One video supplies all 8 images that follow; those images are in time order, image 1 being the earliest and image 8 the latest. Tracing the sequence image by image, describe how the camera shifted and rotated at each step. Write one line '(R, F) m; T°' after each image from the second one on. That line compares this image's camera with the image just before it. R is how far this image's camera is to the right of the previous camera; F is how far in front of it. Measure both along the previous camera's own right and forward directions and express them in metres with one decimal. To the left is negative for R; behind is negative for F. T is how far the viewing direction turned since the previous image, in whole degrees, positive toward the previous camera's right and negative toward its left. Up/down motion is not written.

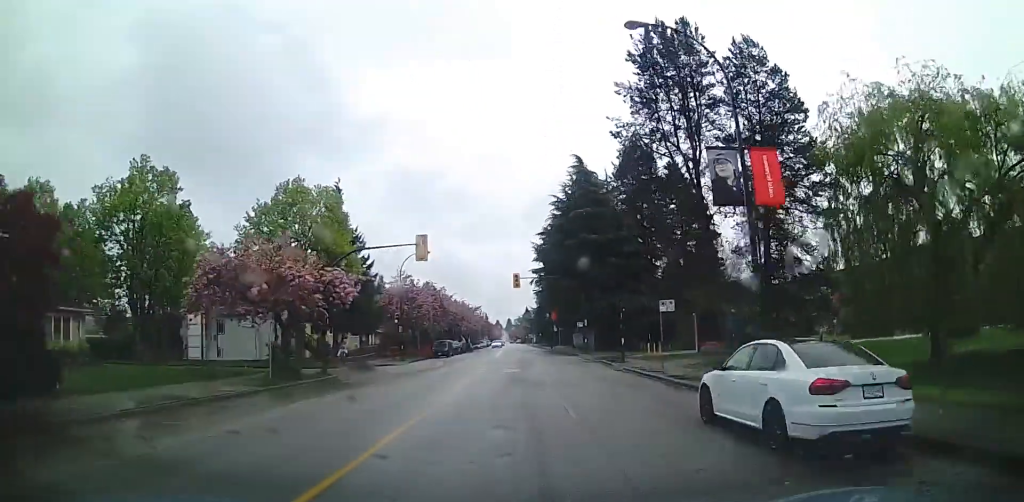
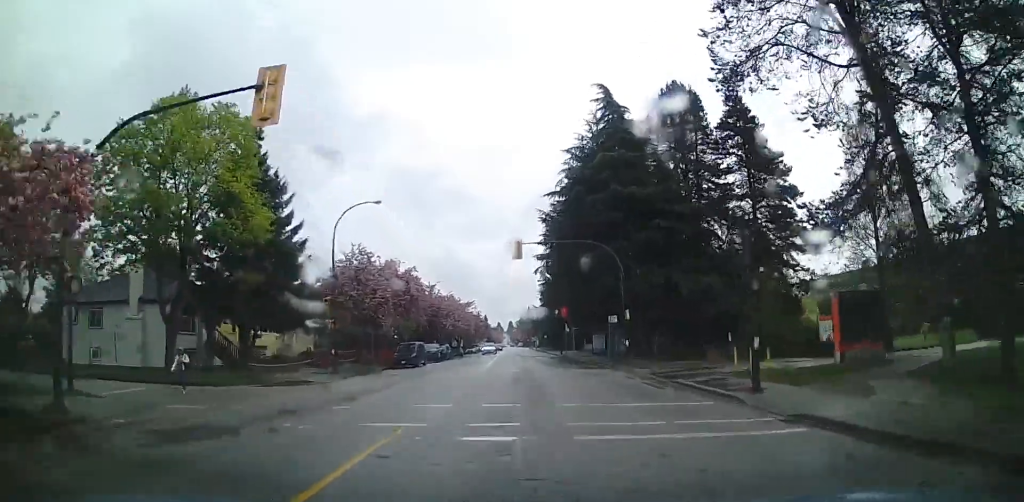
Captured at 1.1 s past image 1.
(0.0, +19.1) m; 0°
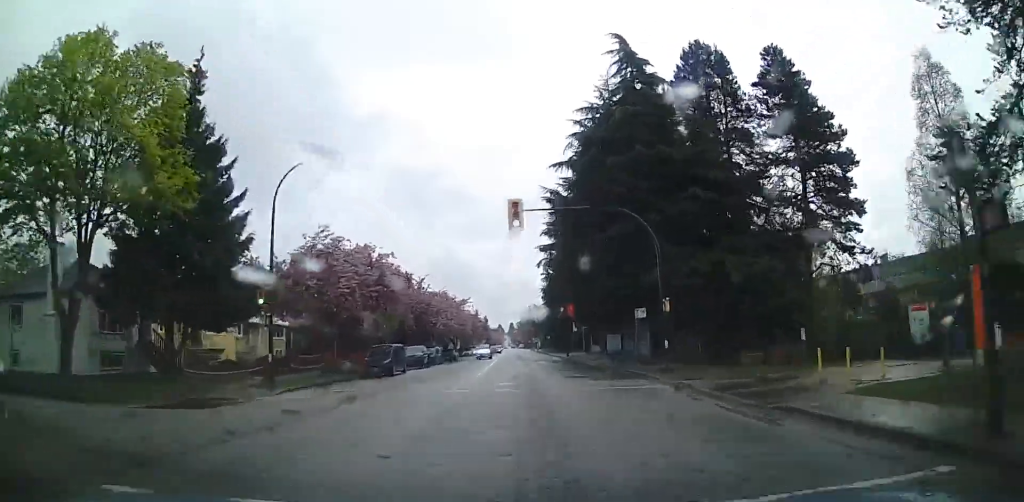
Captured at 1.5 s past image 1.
(0.0, +8.3) m; 0°
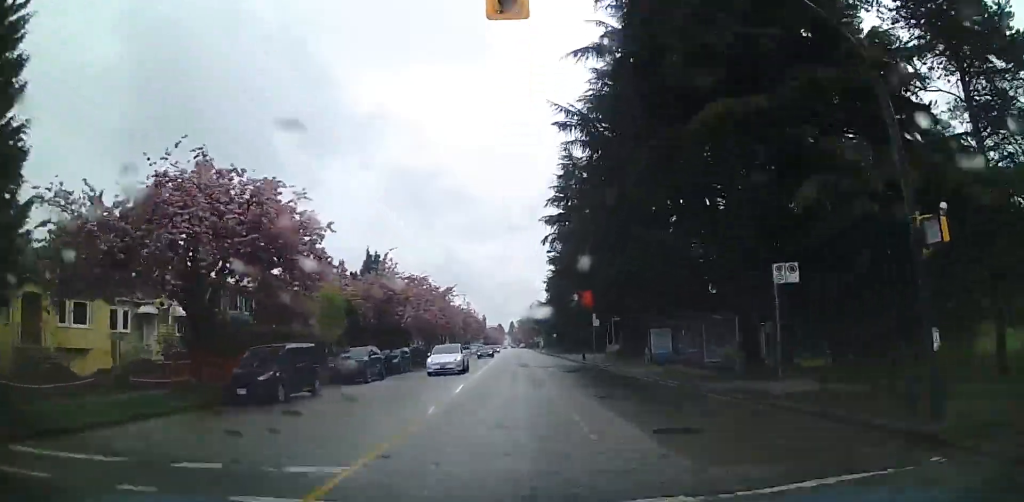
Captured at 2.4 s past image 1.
(0.0, +15.9) m; 0°
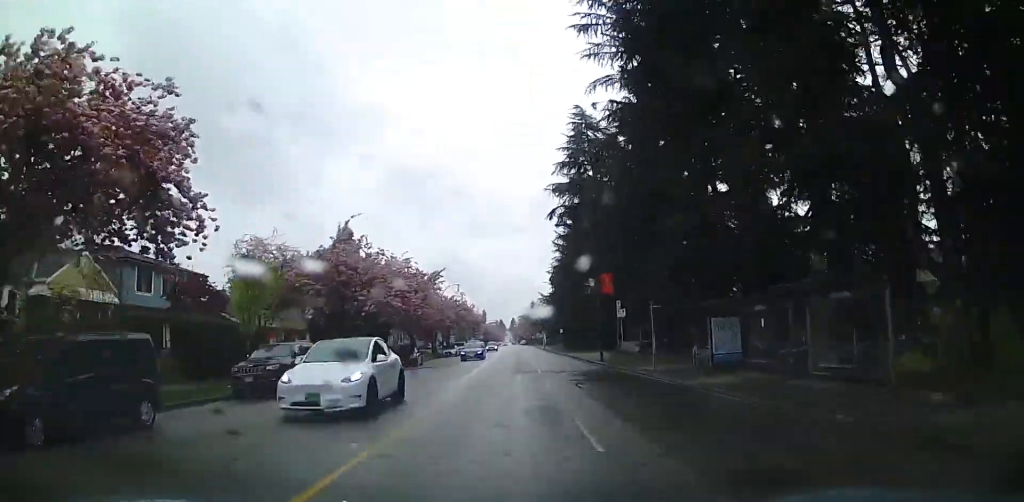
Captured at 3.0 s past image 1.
(0.0, +9.9) m; 0°
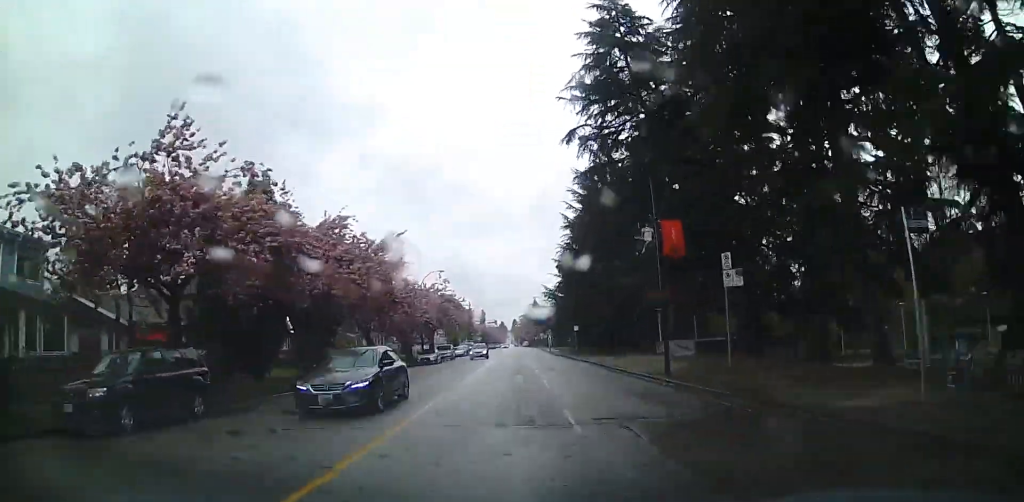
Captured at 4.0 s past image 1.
(0.0, +17.0) m; 0°
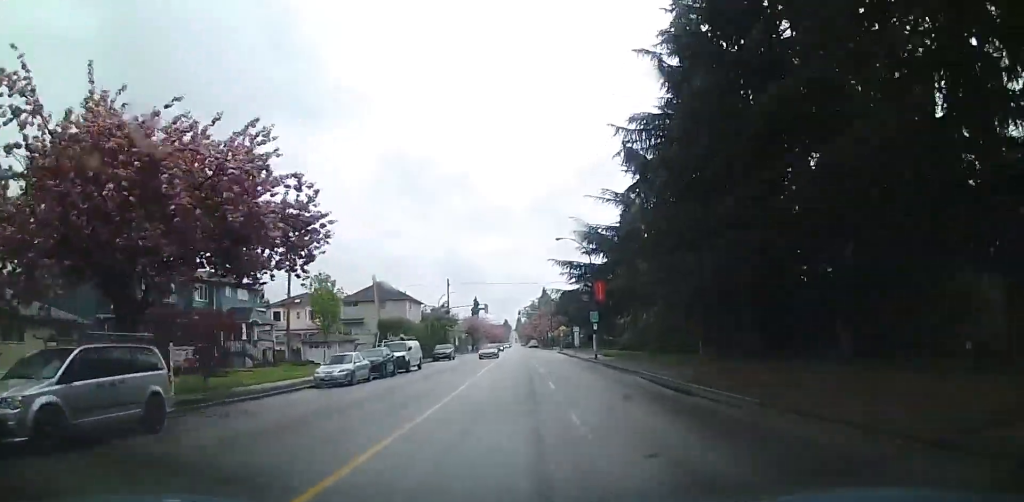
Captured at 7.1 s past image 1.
(-0.1, +55.5) m; 0°
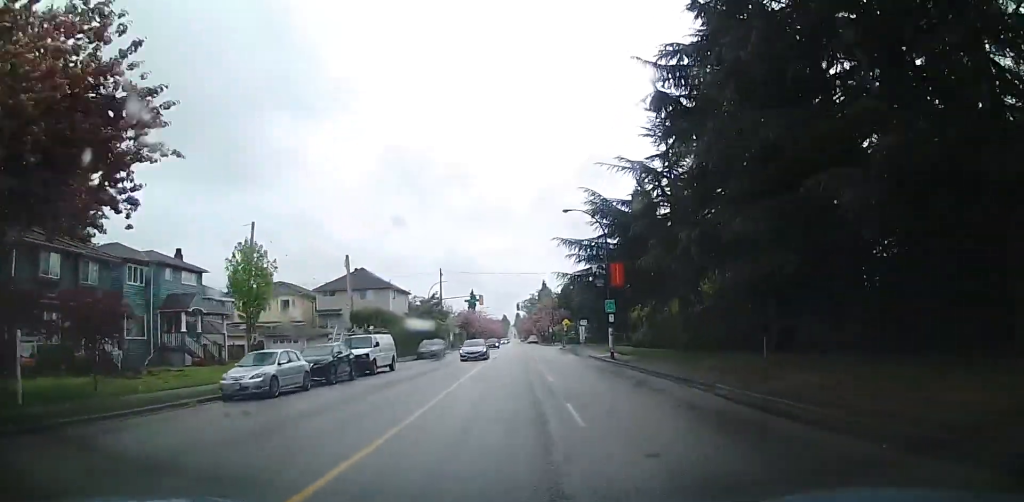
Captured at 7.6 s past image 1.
(0.0, +8.3) m; 0°
